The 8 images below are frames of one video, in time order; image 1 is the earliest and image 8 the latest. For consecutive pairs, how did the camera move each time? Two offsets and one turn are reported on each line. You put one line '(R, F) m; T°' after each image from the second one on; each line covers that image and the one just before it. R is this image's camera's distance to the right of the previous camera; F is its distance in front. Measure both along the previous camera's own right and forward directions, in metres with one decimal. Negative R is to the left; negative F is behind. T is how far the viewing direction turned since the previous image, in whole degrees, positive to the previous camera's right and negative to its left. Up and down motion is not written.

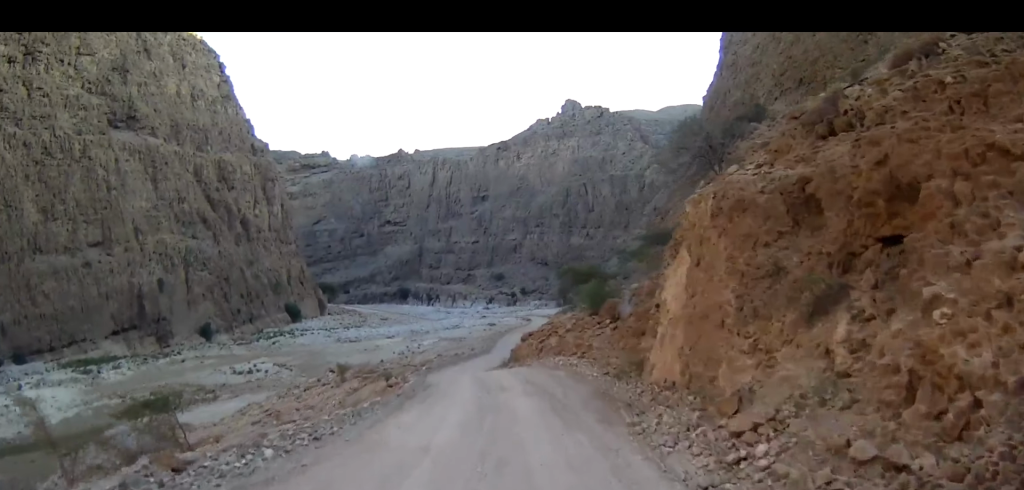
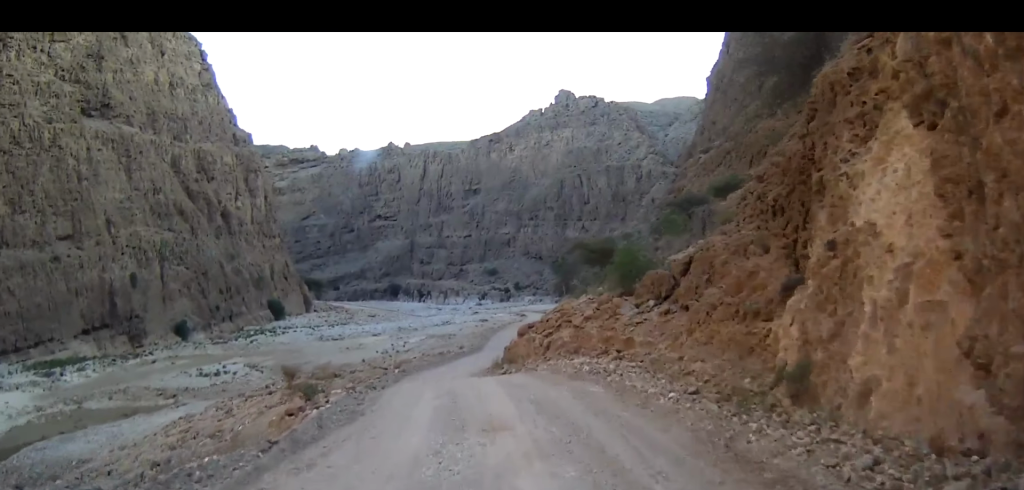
(+0.1, +12.1) m; 0°
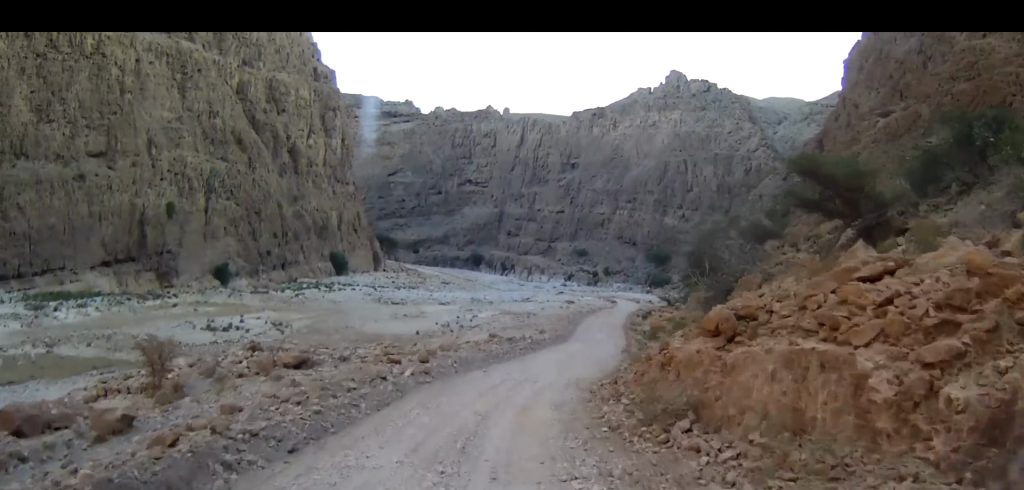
(-1.4, +25.8) m; -6°
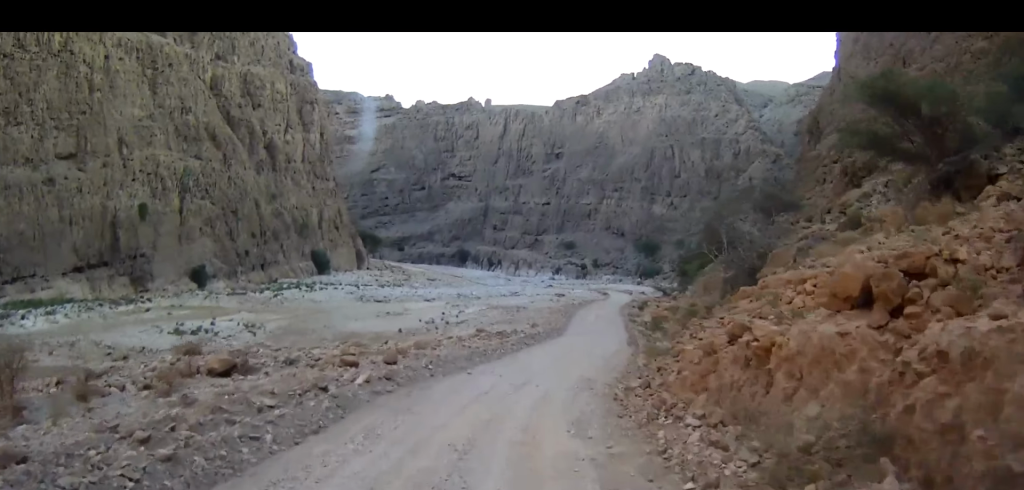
(-0.1, +6.5) m; +1°
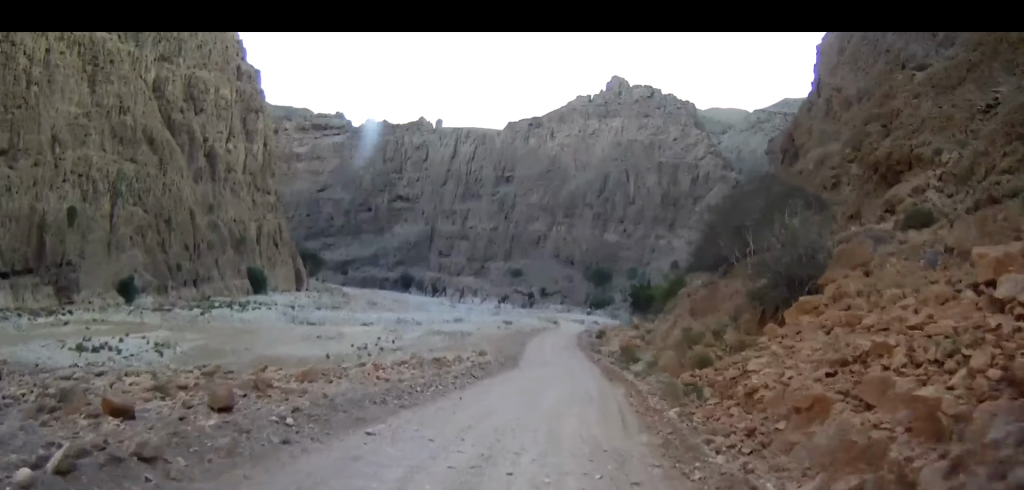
(+0.3, +11.0) m; +4°
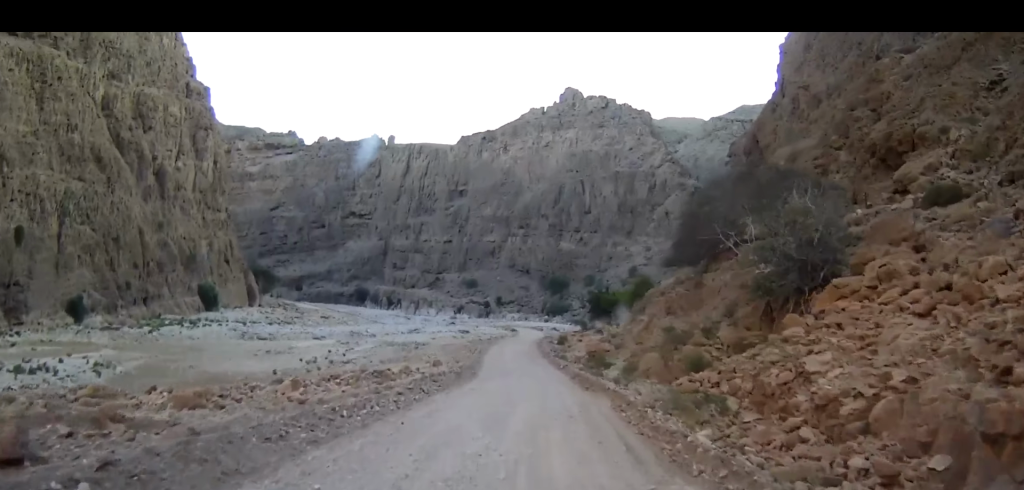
(+0.2, +5.0) m; +2°
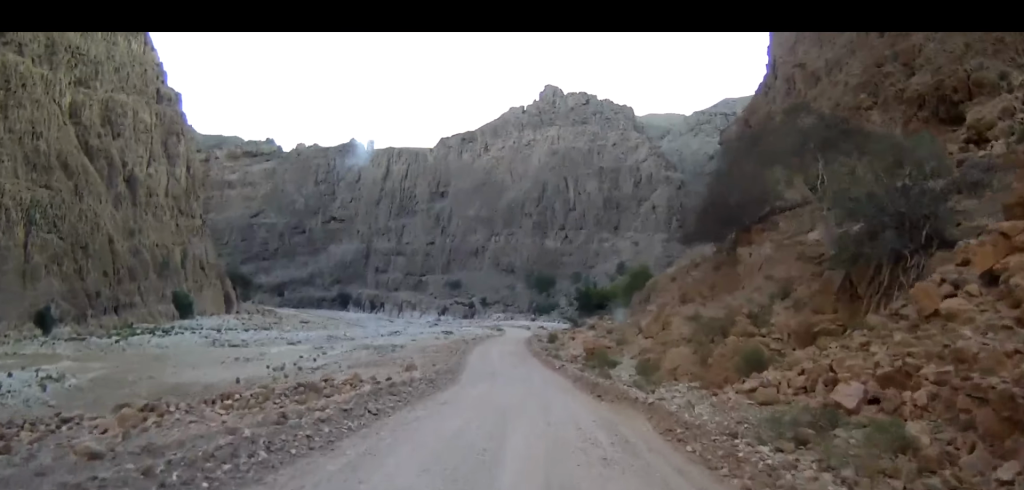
(+0.2, +7.0) m; +2°
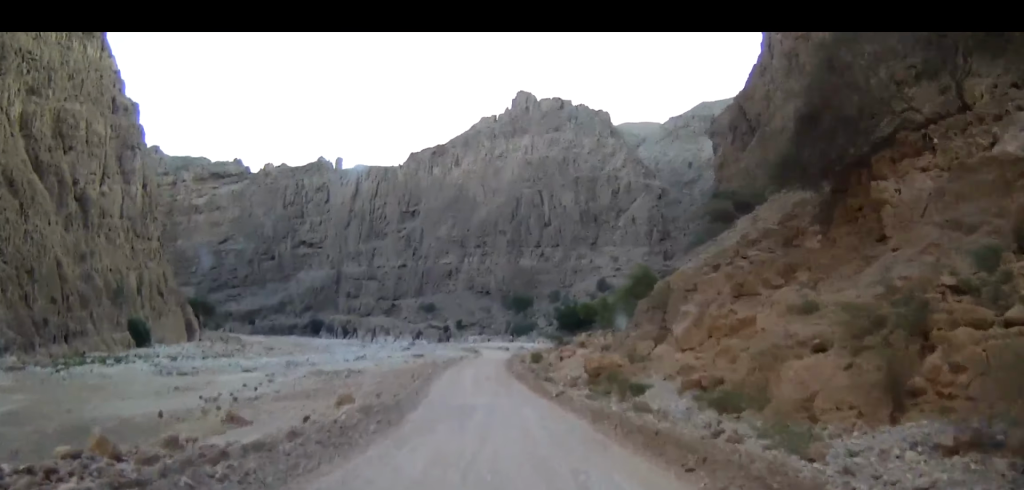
(+0.2, +11.9) m; +1°
